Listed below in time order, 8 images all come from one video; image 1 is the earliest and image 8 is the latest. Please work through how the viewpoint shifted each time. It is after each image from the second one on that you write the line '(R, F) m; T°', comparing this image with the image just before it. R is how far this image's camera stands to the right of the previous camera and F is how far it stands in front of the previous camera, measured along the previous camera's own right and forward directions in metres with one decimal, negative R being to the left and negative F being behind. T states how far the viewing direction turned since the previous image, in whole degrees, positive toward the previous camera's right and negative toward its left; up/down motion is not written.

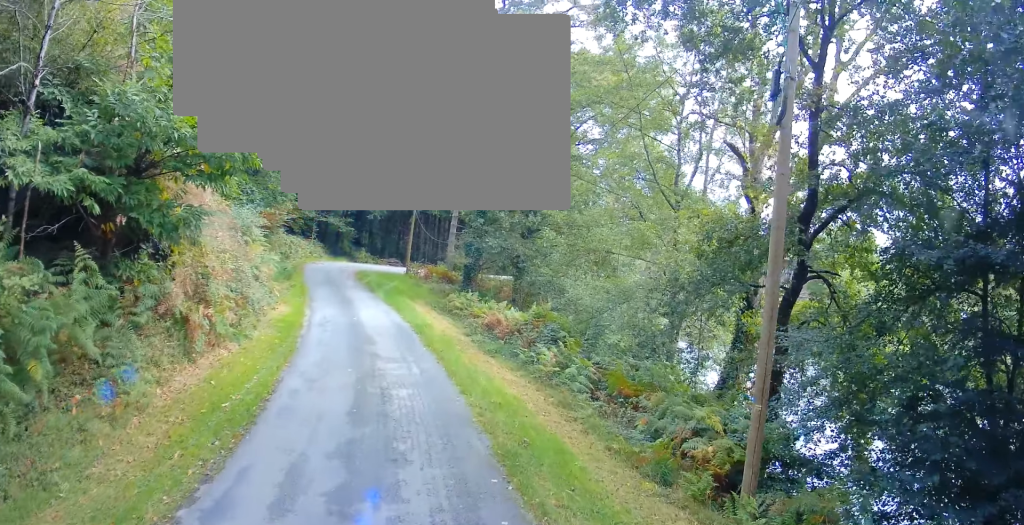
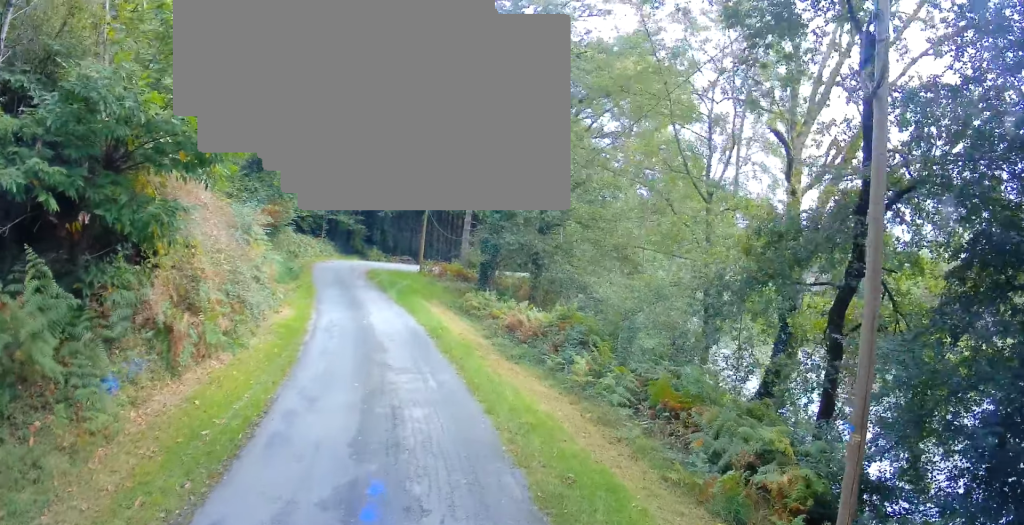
(0.0, +1.3) m; 0°
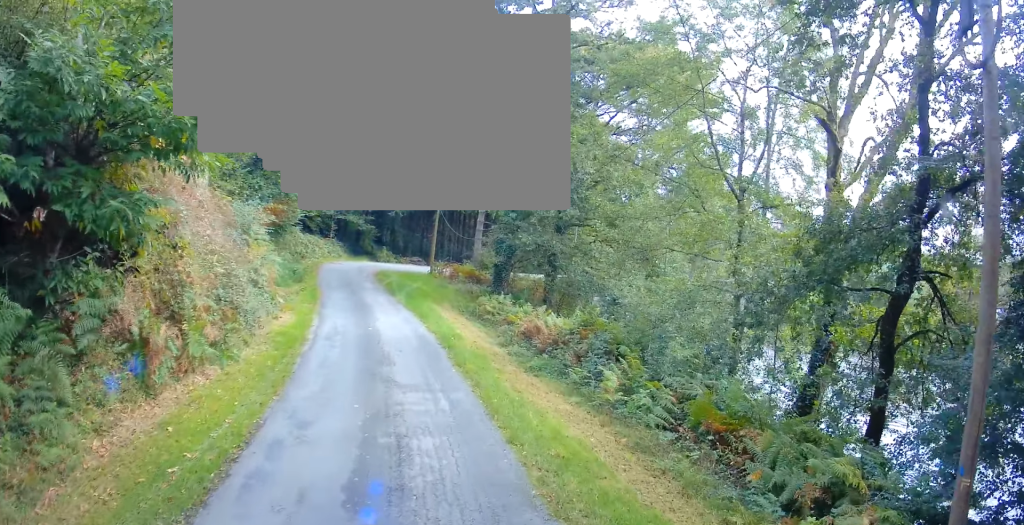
(0.0, +1.0) m; 0°
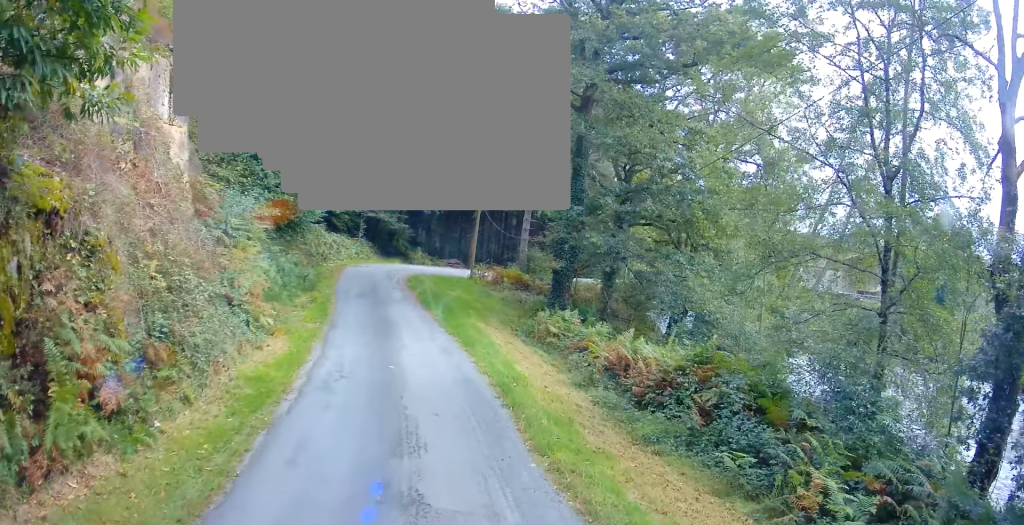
(0.0, +3.6) m; -2°
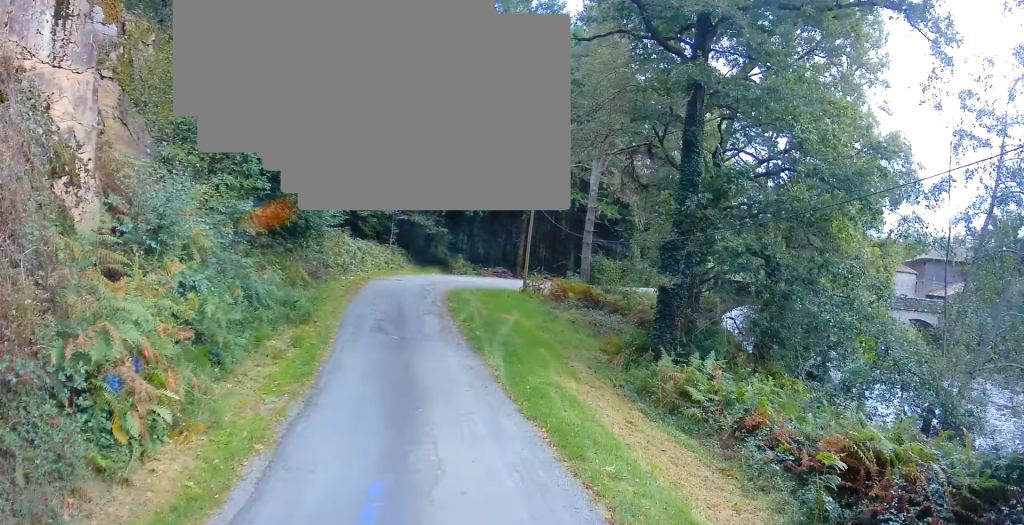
(-0.1, +5.7) m; -4°
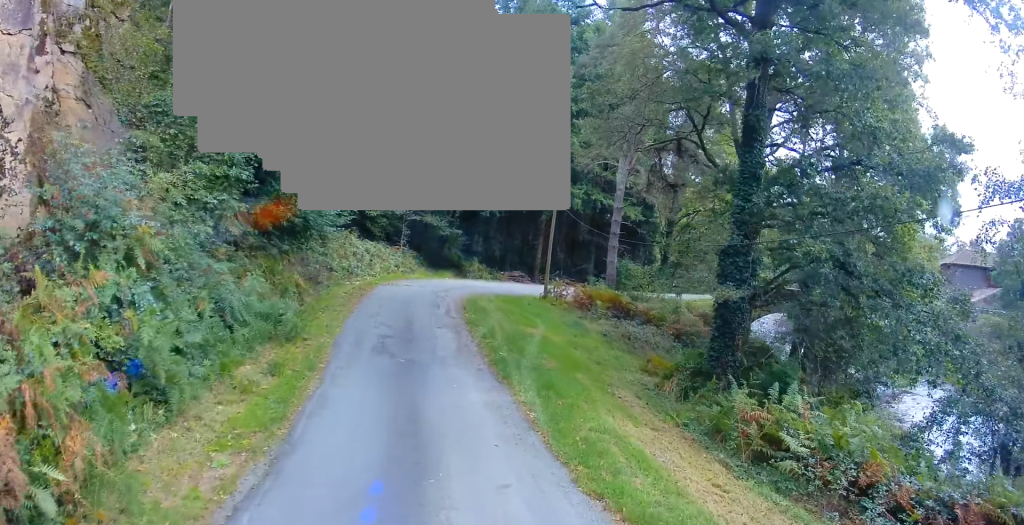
(-0.1, +2.4) m; -1°
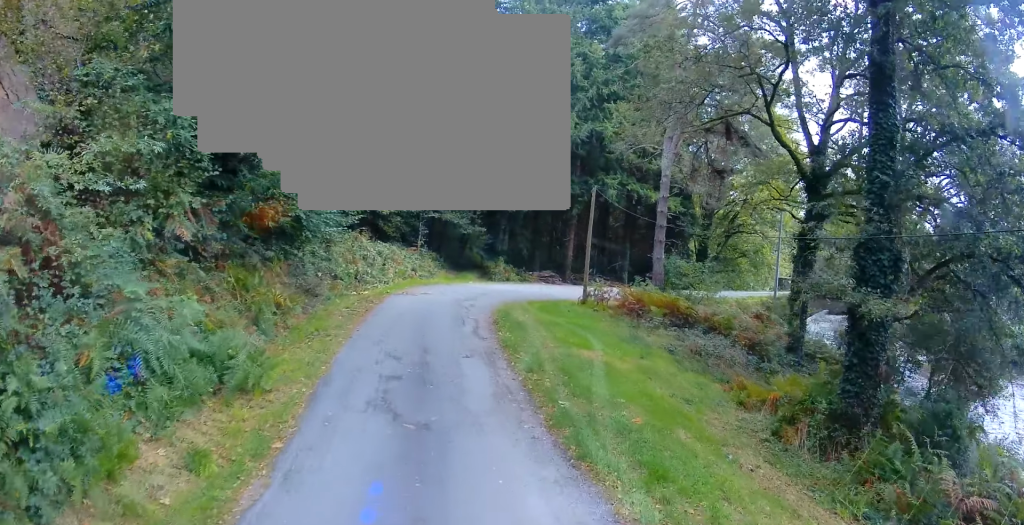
(-0.2, +4.0) m; -1°
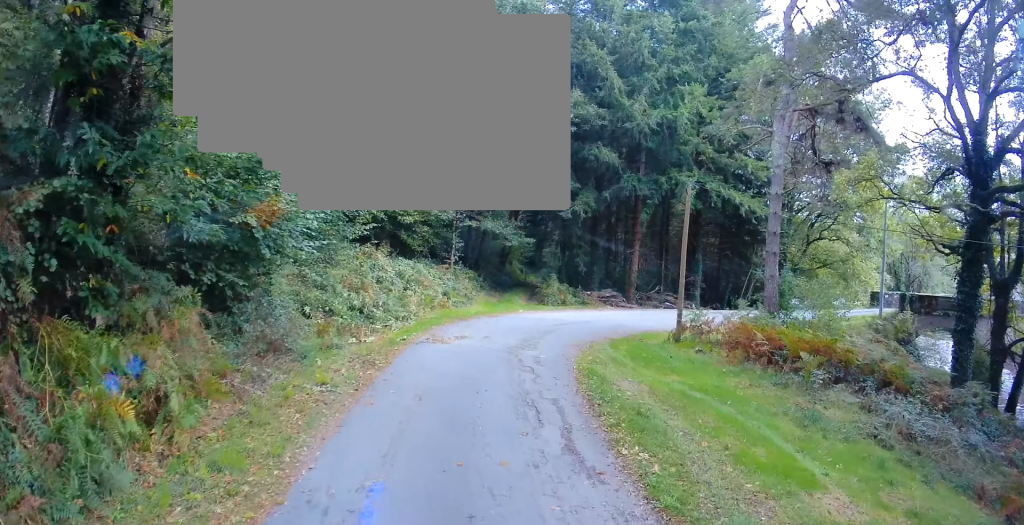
(-0.3, +7.2) m; -1°
